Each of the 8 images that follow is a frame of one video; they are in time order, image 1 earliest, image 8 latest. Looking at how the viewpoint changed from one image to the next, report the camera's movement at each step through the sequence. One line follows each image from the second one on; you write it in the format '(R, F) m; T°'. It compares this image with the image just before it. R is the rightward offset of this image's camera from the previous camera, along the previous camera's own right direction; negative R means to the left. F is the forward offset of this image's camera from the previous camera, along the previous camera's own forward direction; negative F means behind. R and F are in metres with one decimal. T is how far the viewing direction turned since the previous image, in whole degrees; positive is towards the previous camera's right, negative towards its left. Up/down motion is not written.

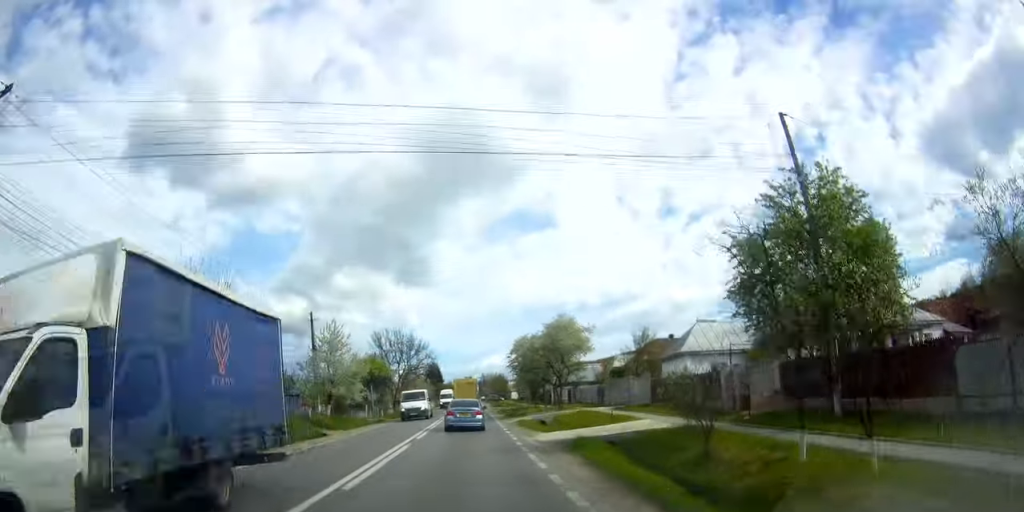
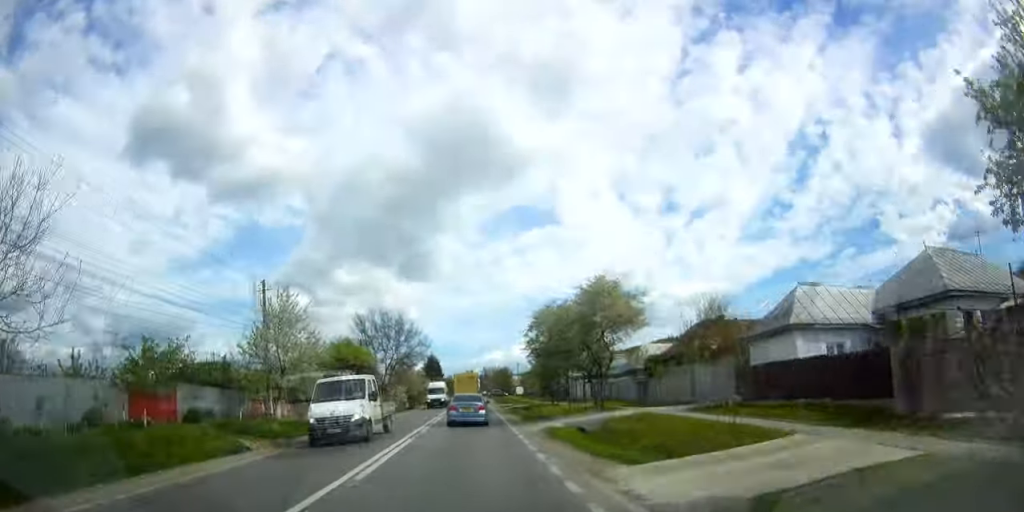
(+0.1, +12.1) m; 0°
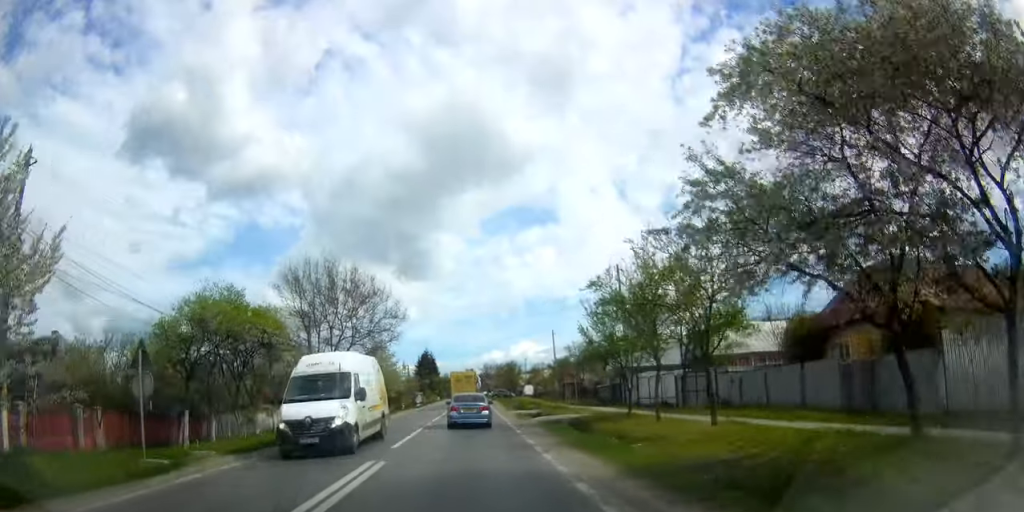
(-0.2, +20.9) m; 0°
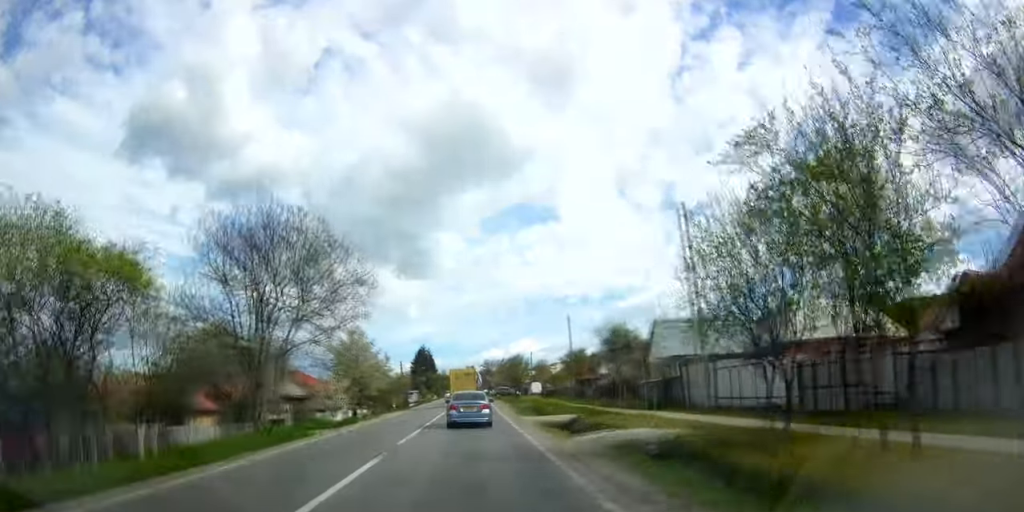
(+0.2, +11.7) m; 0°
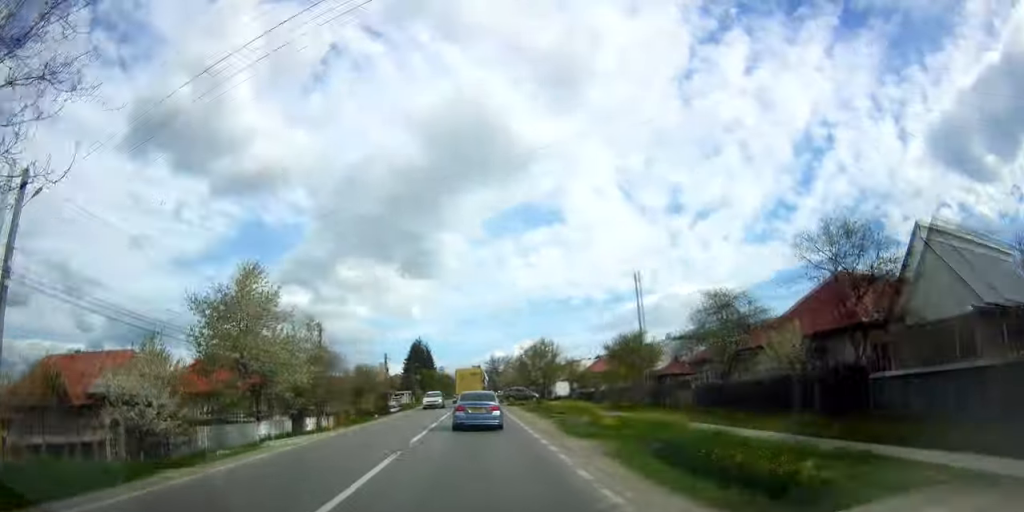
(-0.3, +24.4) m; 0°
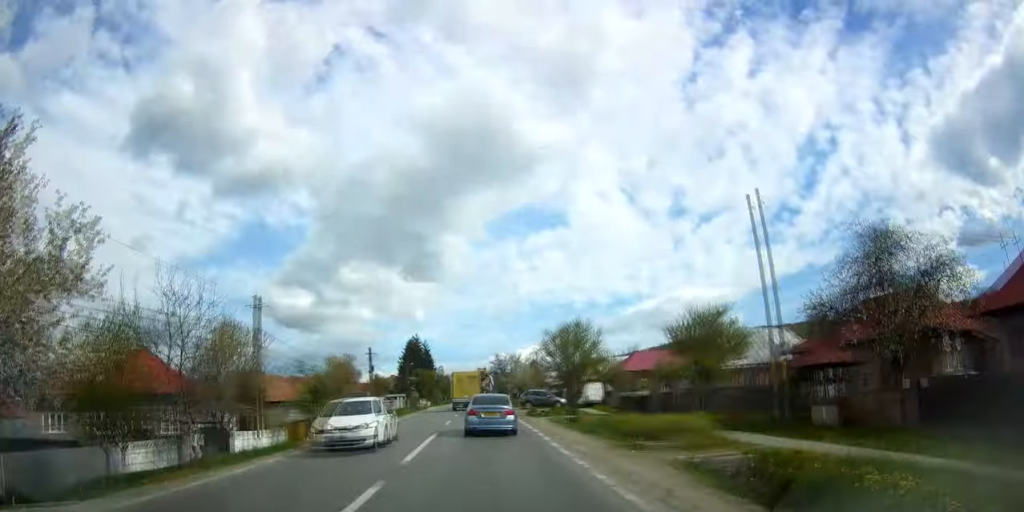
(+0.3, +16.6) m; 0°
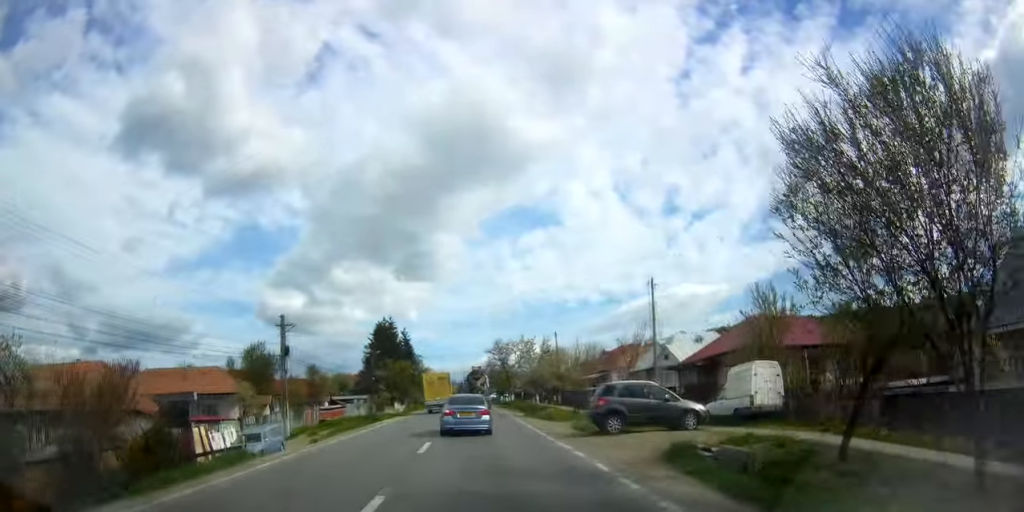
(-0.2, +32.2) m; 0°
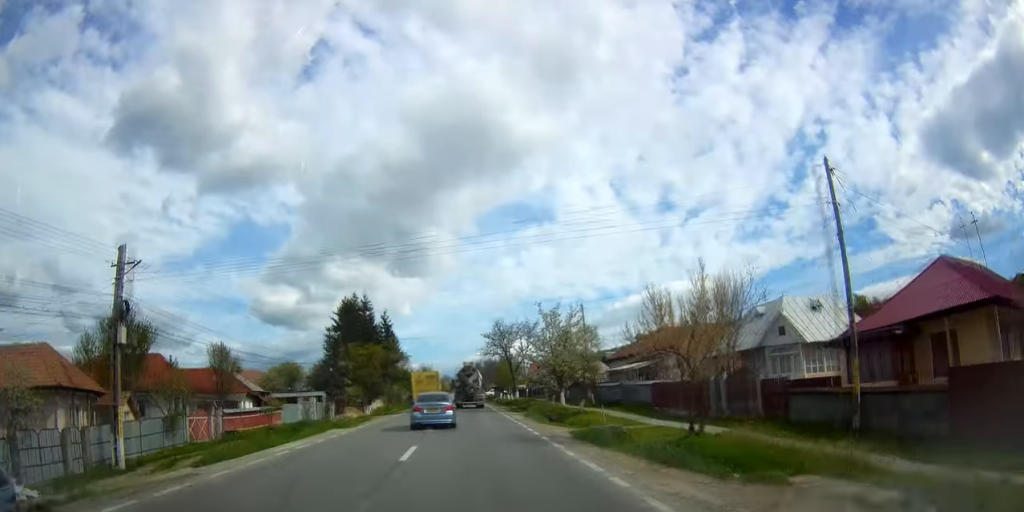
(+0.1, +20.4) m; 0°
